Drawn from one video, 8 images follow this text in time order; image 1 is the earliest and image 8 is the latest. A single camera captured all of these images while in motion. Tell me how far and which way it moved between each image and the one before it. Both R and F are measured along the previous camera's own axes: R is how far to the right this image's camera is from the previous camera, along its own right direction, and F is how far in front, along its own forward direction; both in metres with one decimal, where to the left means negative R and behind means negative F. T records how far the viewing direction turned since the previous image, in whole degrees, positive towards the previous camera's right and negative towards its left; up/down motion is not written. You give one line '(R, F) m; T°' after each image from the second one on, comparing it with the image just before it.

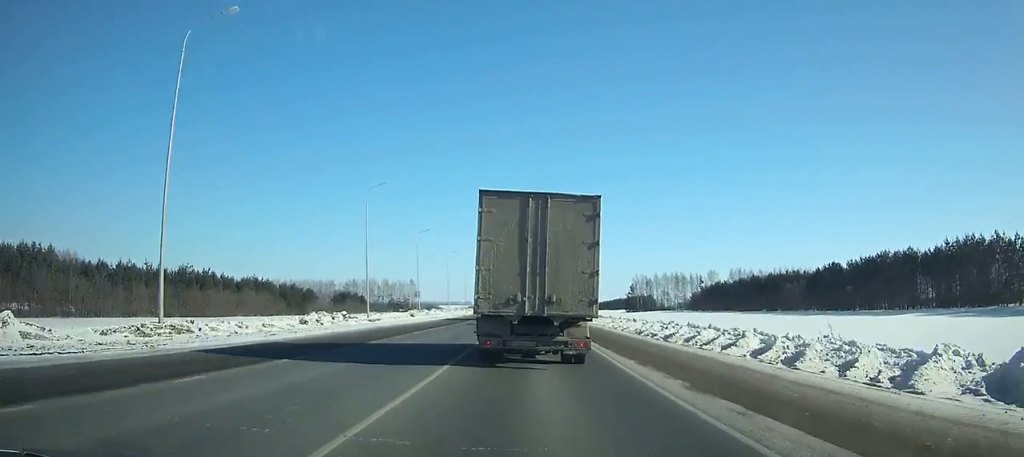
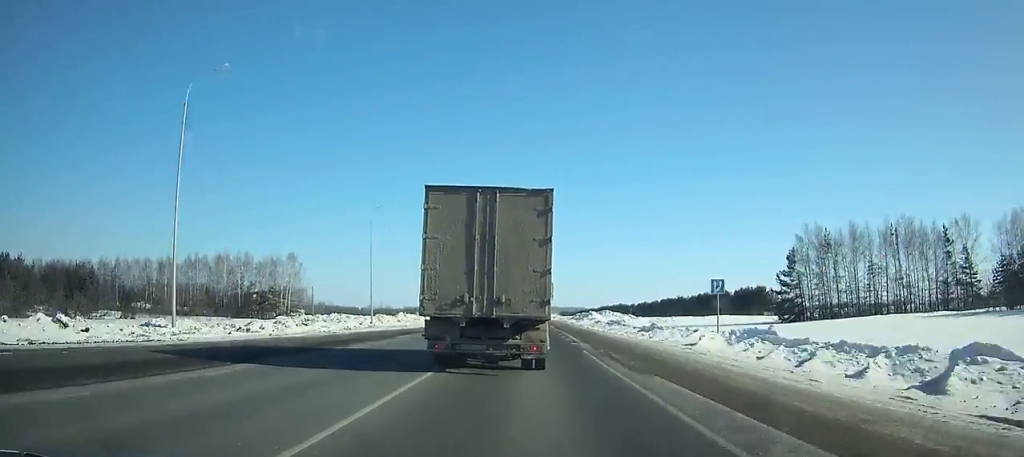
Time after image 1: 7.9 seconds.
(-0.3, +142.5) m; 0°
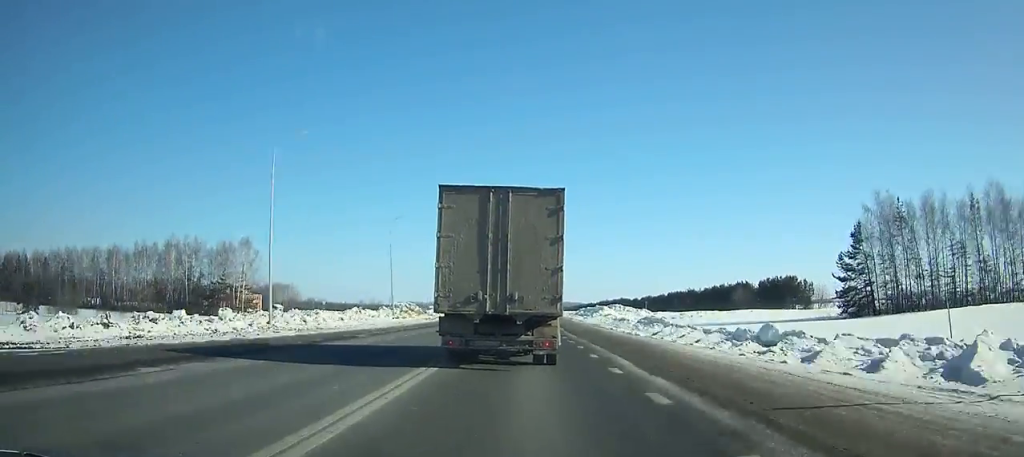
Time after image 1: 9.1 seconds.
(-0.2, +21.3) m; 0°
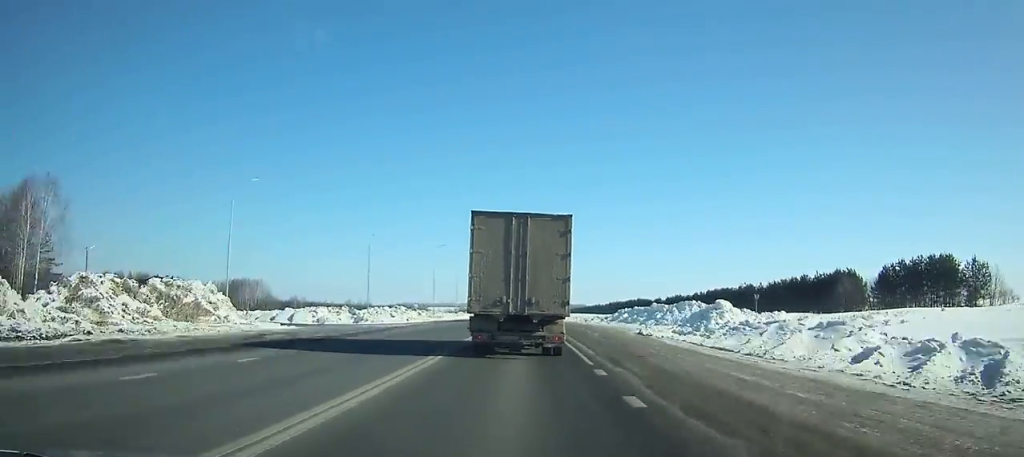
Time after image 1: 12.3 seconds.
(+0.7, +56.2) m; 0°
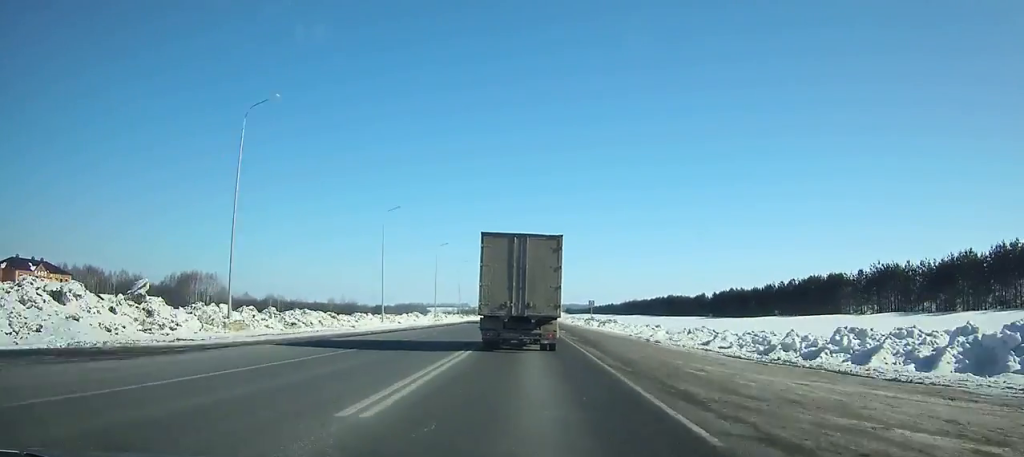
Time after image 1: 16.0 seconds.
(-0.6, +65.9) m; -1°
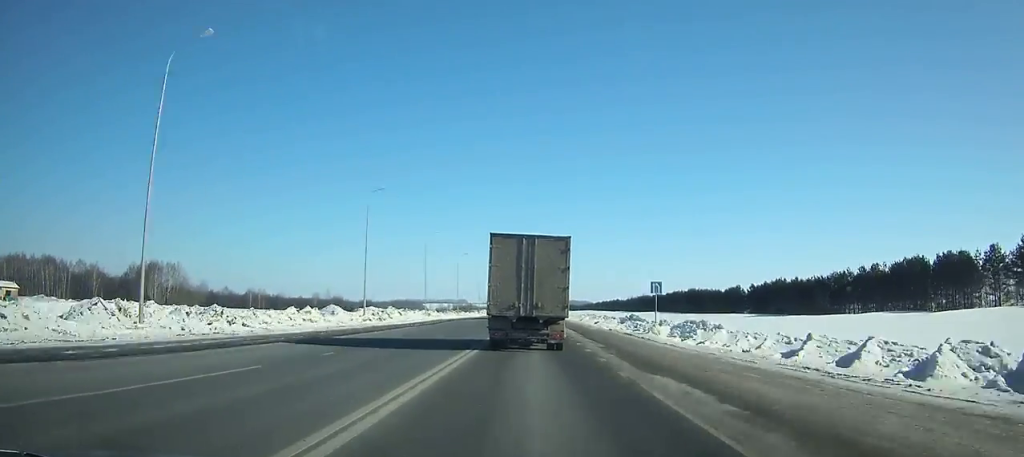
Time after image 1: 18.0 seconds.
(-0.2, +36.4) m; 0°
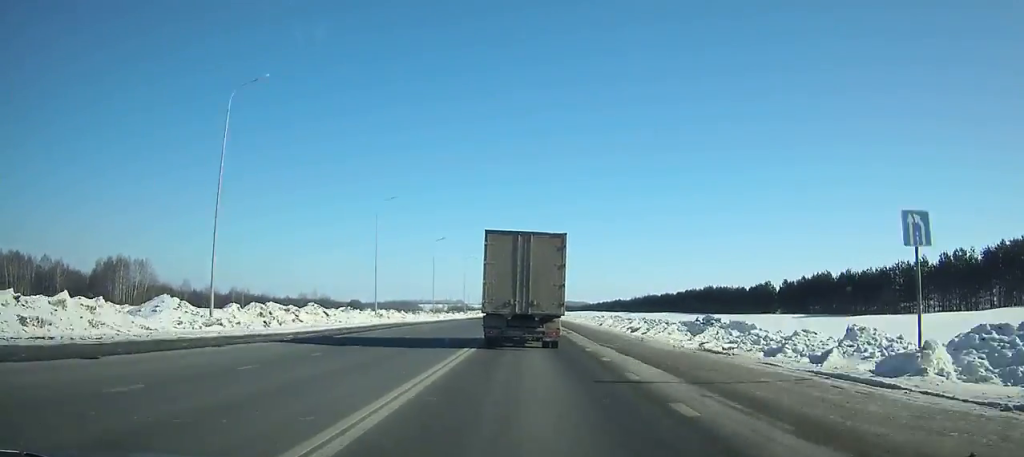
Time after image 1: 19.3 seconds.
(+0.1, +24.5) m; 0°
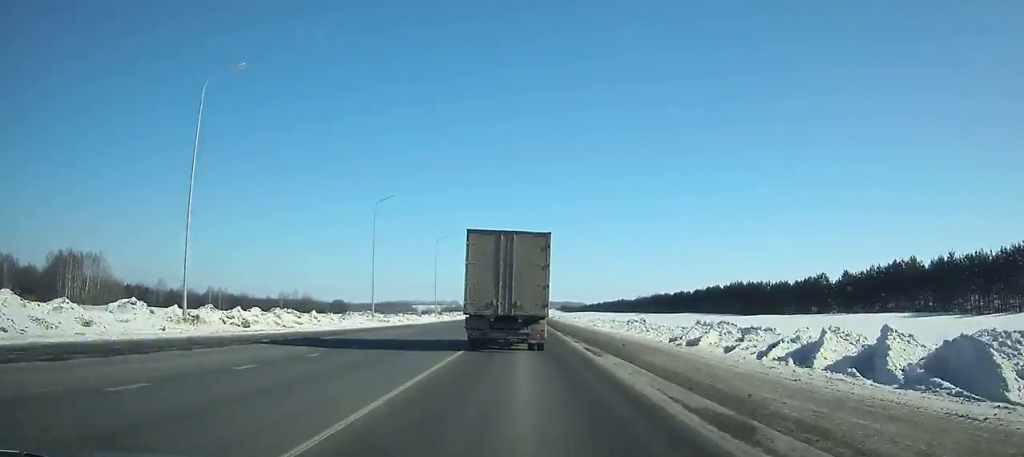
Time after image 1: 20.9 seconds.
(+0.1, +30.2) m; 0°
